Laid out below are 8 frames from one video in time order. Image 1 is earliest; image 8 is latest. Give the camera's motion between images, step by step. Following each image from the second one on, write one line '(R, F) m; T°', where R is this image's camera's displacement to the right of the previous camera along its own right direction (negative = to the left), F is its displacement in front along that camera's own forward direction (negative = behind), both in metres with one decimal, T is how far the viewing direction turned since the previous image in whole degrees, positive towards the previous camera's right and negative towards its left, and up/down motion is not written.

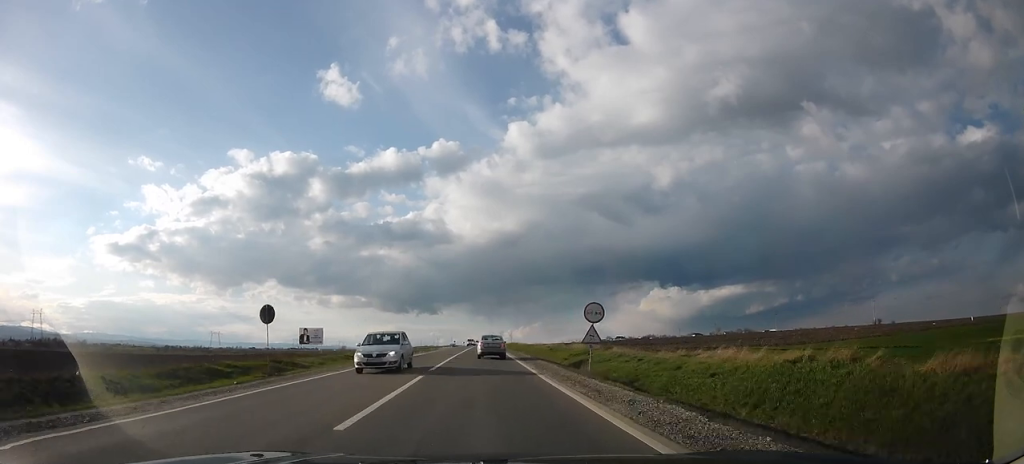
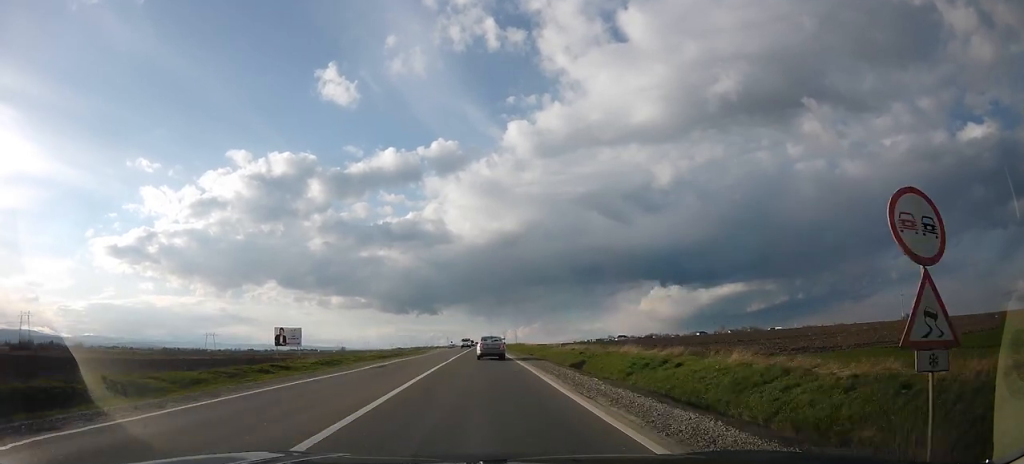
(-0.2, +14.8) m; -1°
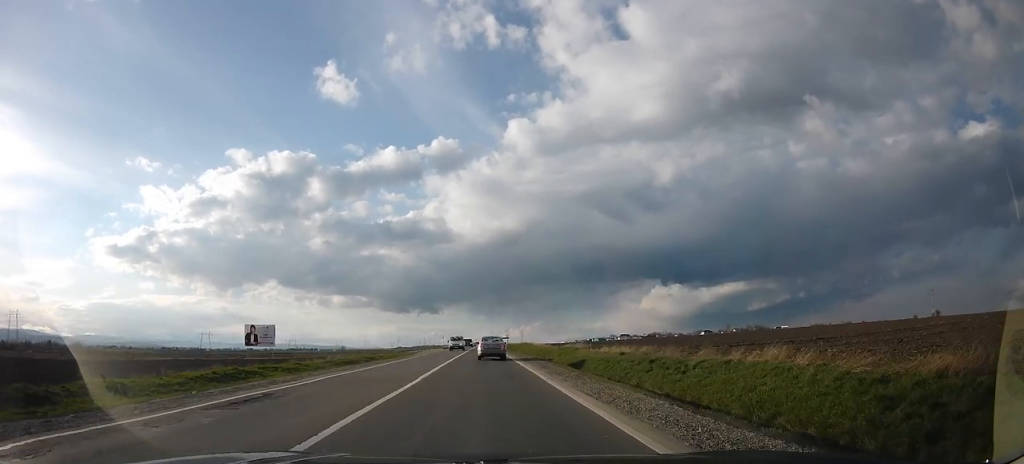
(0.0, +14.2) m; 0°
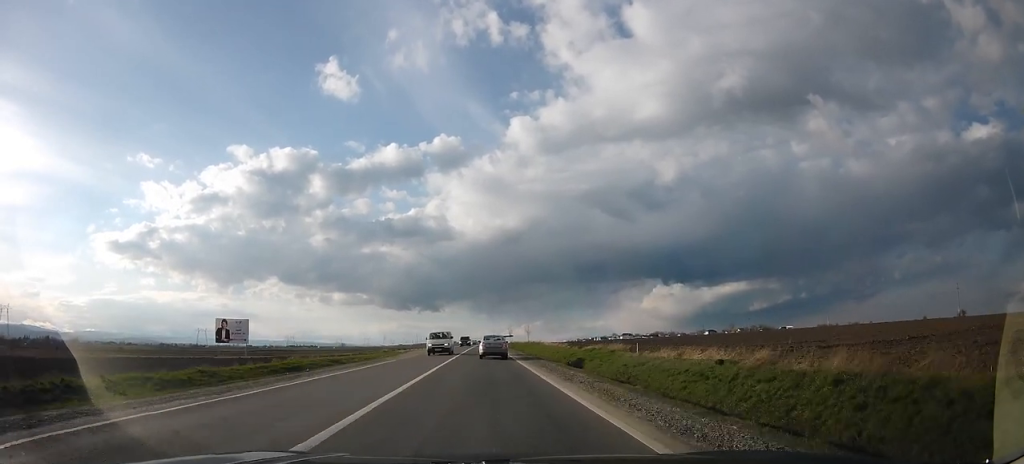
(0.0, +11.2) m; +1°
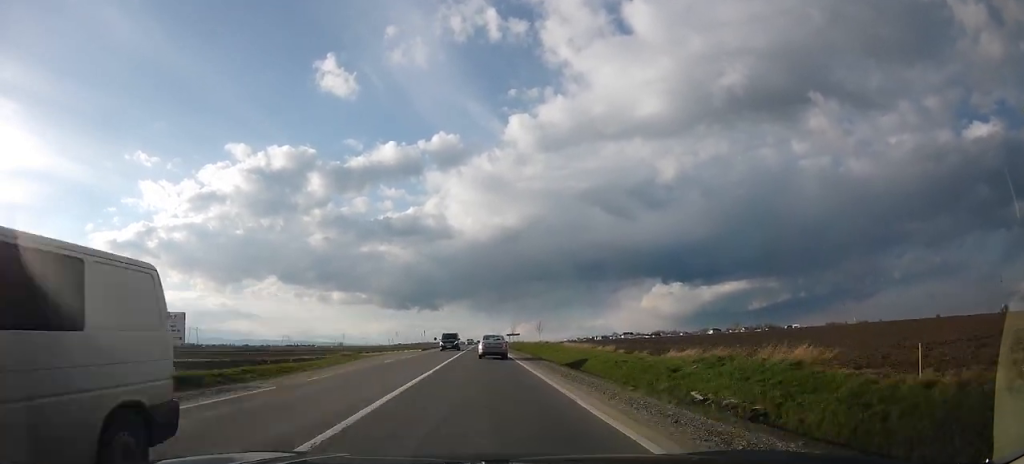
(0.0, +18.5) m; +2°
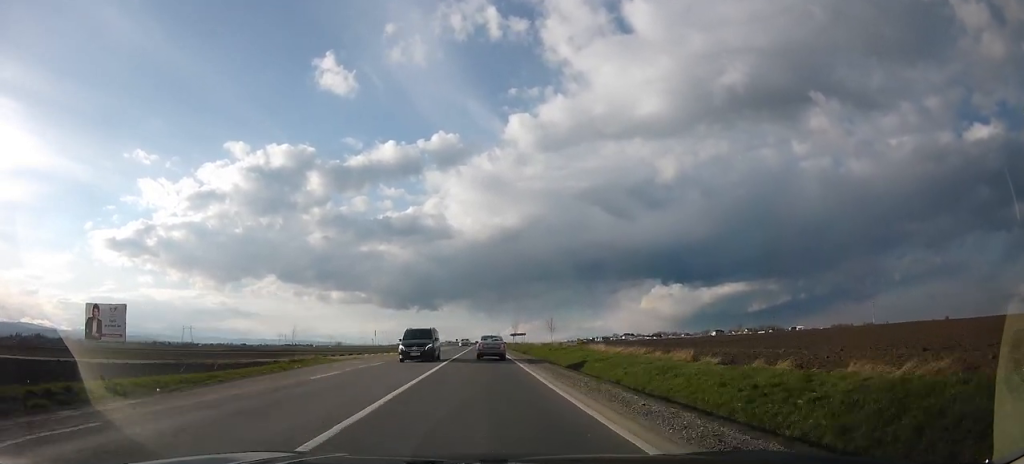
(+0.4, +12.2) m; +1°
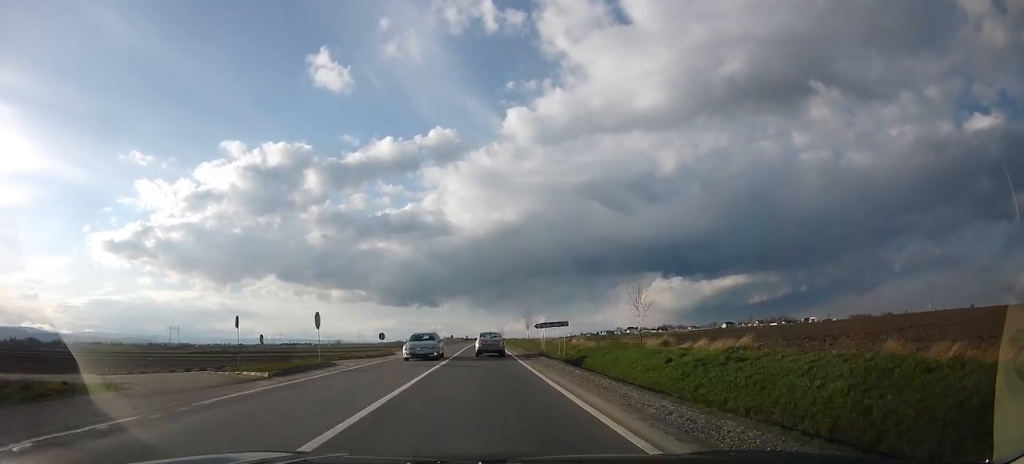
(+0.3, +30.0) m; -1°
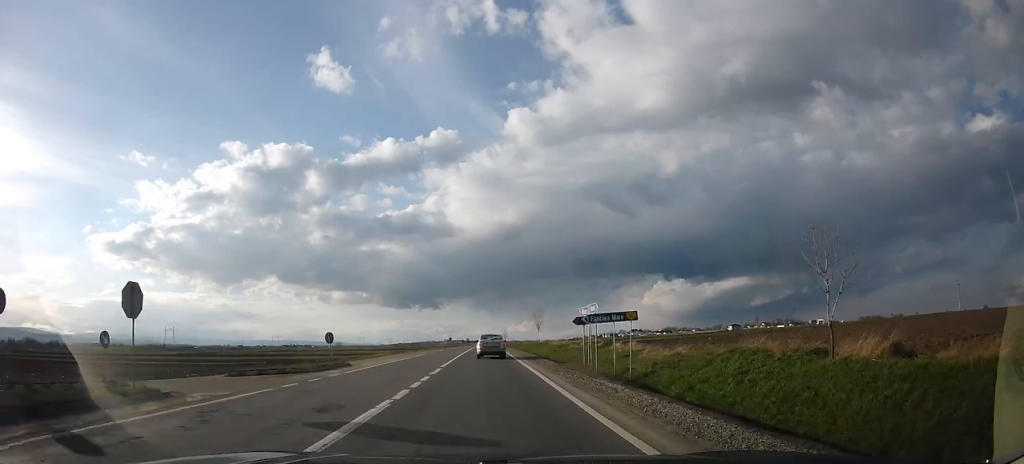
(-0.4, +13.8) m; 0°
